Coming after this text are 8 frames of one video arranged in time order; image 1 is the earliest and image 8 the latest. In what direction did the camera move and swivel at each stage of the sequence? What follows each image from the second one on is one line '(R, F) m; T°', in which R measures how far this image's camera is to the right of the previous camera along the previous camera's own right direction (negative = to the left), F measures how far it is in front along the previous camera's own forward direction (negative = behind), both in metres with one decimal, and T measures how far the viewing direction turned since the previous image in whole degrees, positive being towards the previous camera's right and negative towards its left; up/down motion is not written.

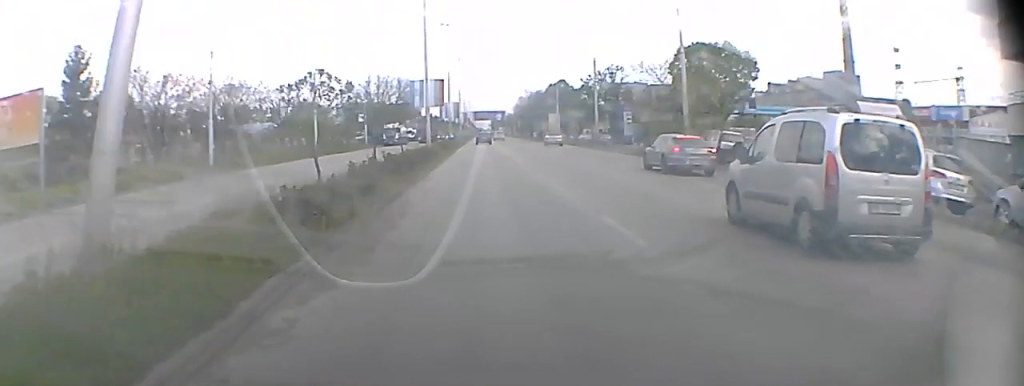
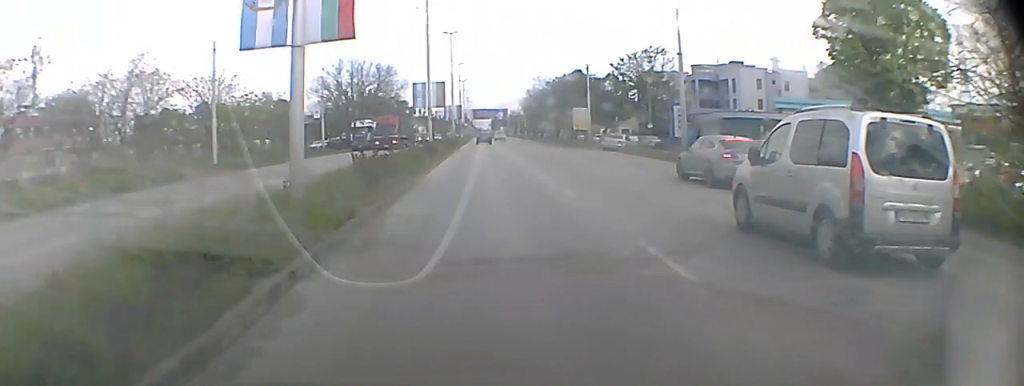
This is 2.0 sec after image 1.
(0.0, +30.8) m; 0°
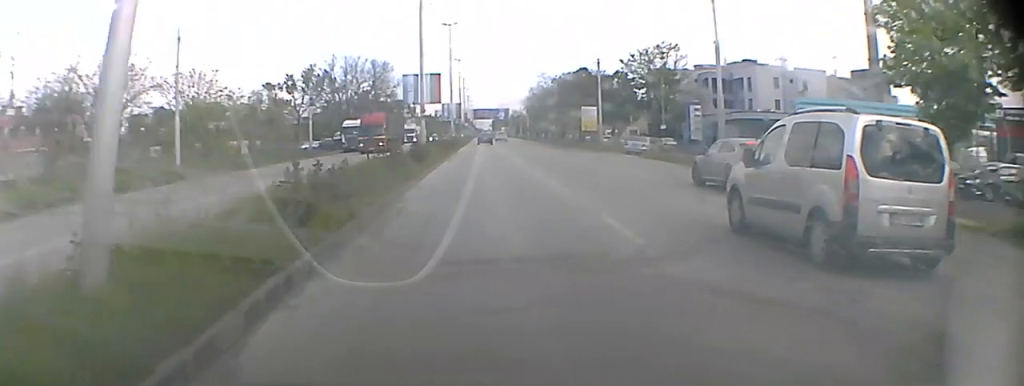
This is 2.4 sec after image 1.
(0.0, +6.1) m; 0°
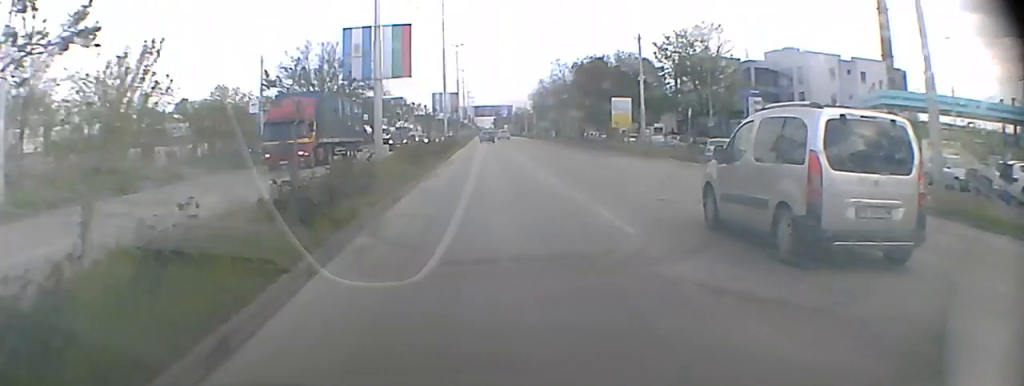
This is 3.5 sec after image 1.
(0.0, +16.9) m; 0°
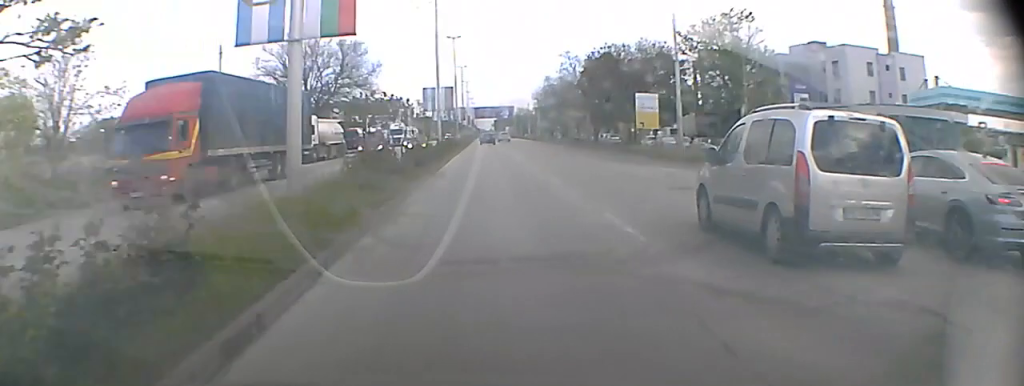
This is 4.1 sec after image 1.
(0.0, +9.2) m; 0°
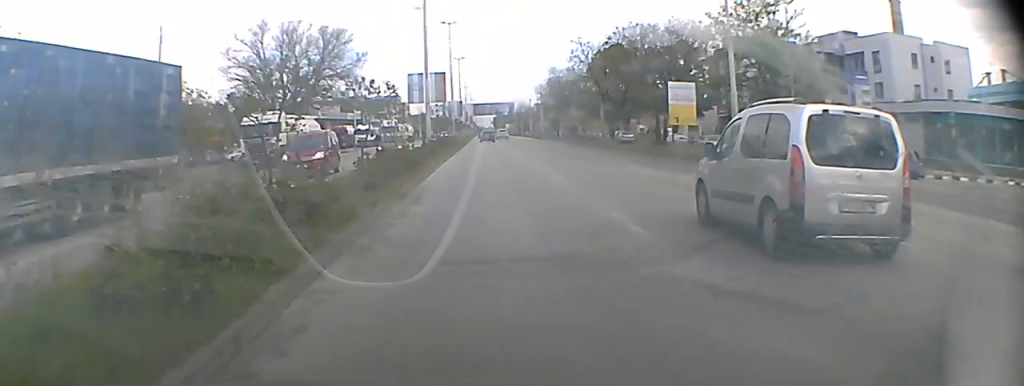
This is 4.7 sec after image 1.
(0.0, +9.2) m; 0°
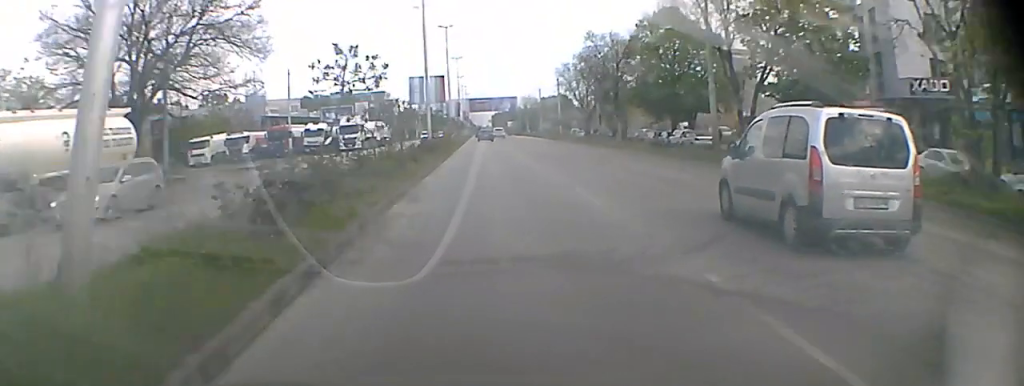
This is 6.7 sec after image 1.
(0.0, +32.3) m; 0°
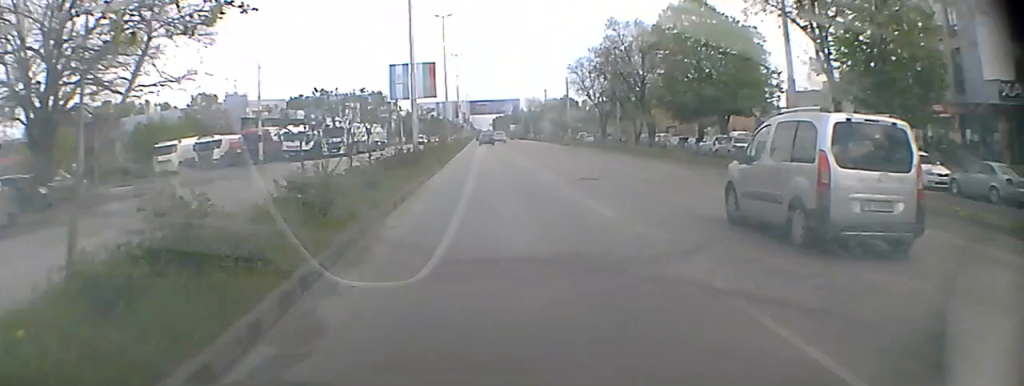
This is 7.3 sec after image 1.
(0.0, +9.2) m; 0°
